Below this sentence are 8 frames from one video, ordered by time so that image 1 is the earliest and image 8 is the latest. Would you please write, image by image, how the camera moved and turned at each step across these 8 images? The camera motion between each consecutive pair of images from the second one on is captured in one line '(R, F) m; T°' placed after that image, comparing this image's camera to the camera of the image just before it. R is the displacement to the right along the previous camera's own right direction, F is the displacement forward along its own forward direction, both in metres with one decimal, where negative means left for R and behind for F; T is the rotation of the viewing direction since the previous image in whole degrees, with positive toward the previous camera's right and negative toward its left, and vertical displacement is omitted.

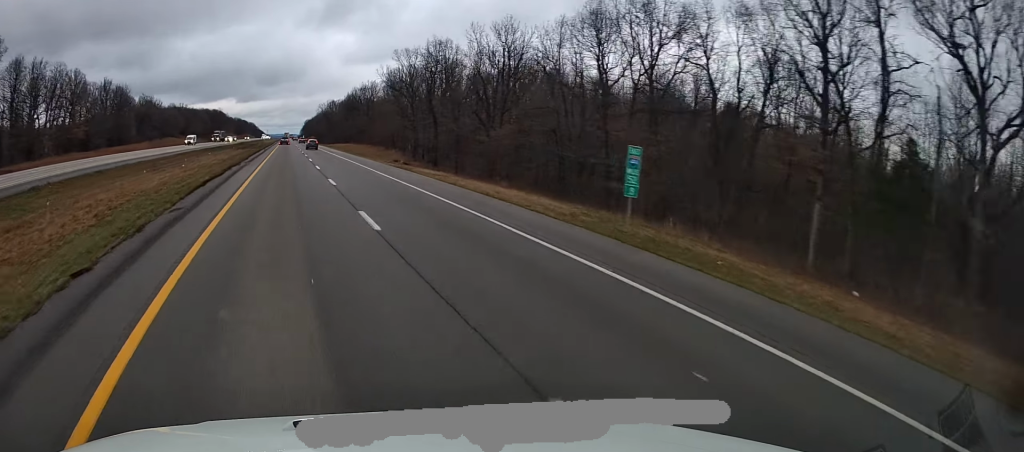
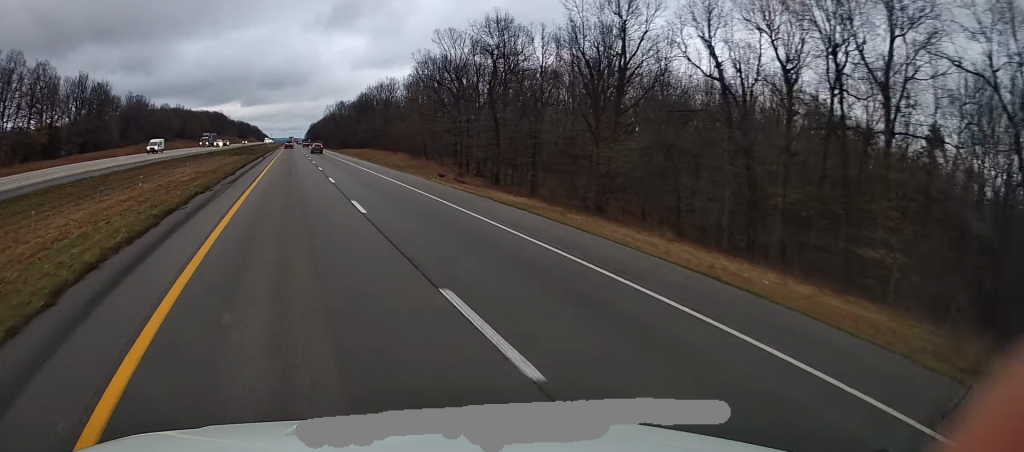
(0.0, +20.3) m; 0°
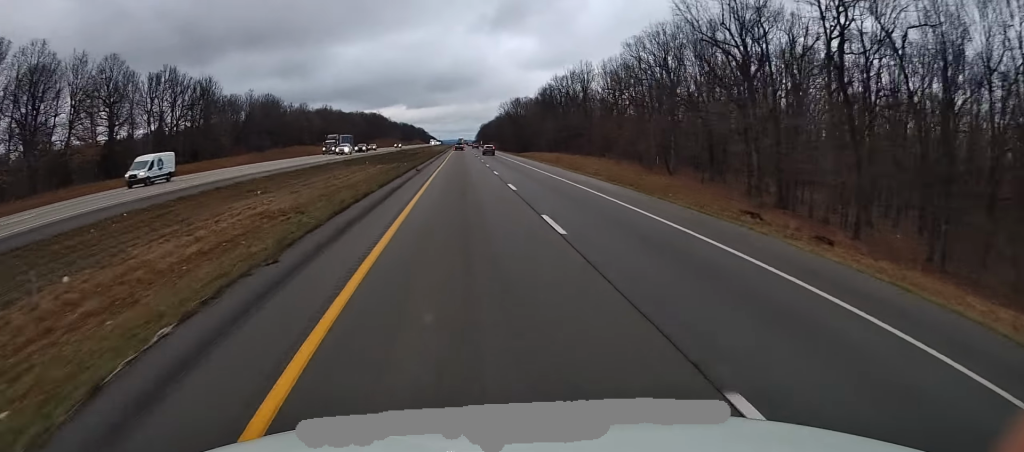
(-0.2, +27.9) m; -1°
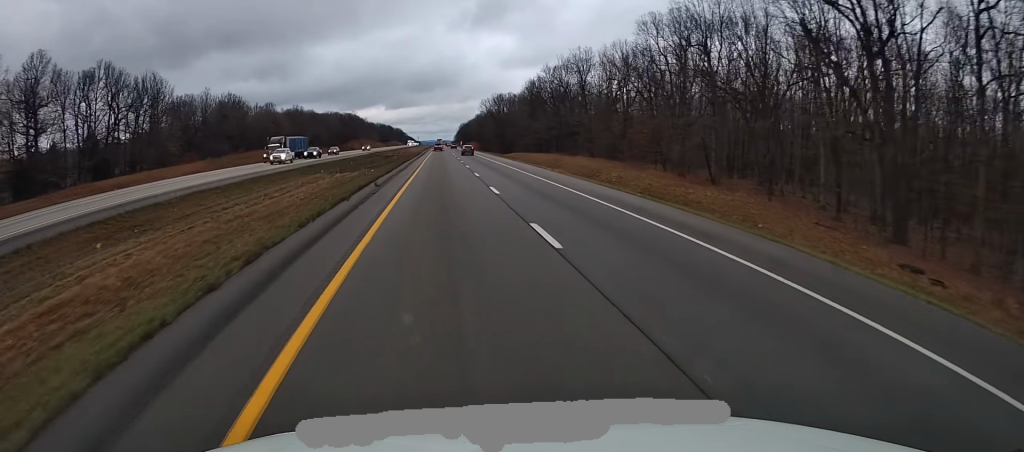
(-0.1, +14.0) m; 0°
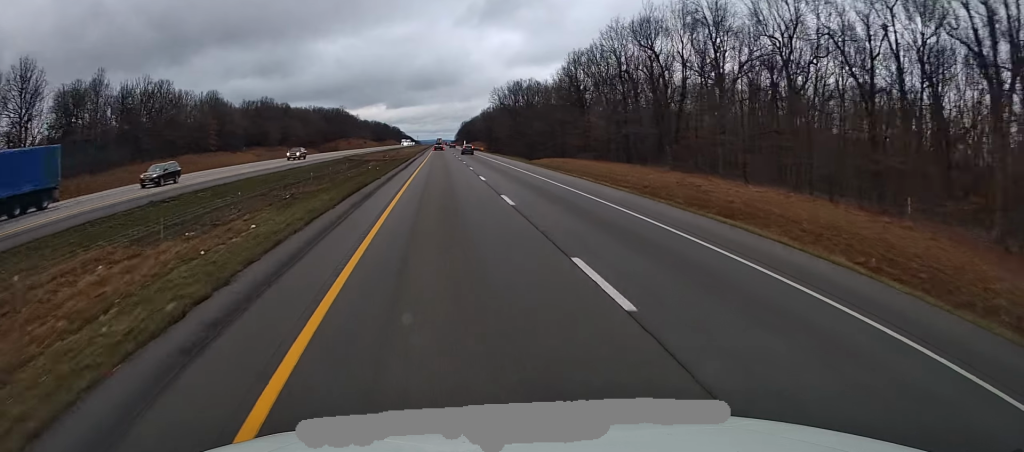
(0.0, +40.9) m; 0°
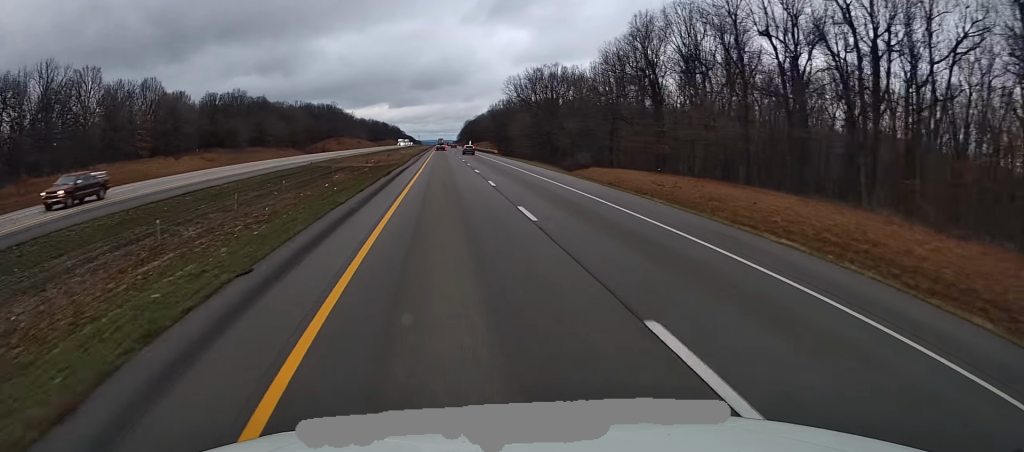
(+0.1, +28.0) m; 0°
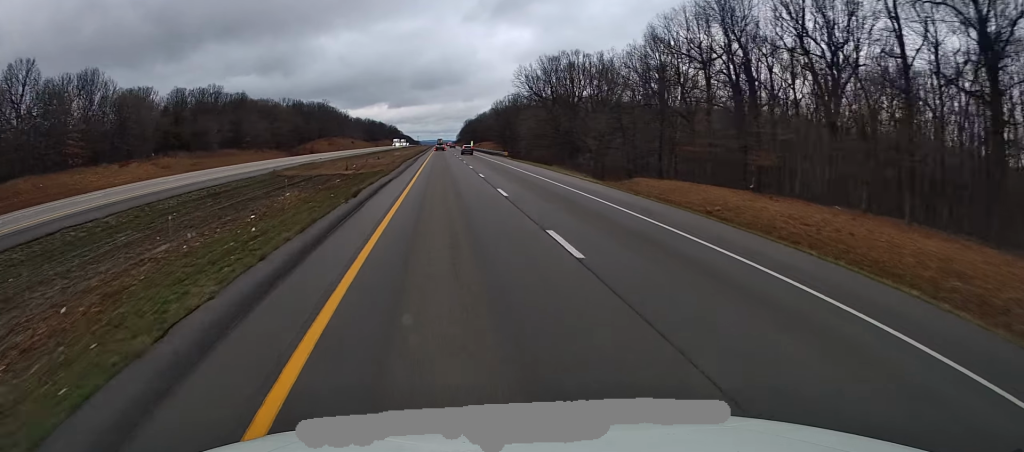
(-0.2, +17.3) m; 0°
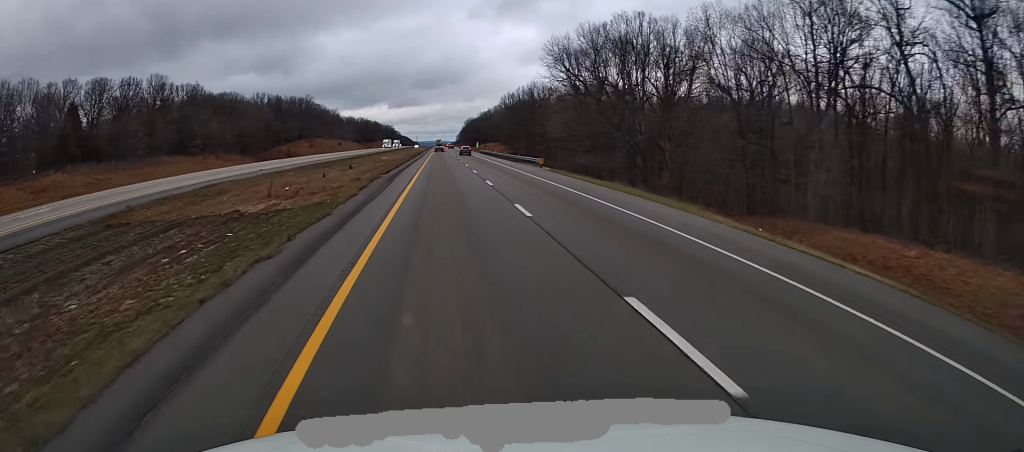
(+0.1, +30.3) m; 0°
